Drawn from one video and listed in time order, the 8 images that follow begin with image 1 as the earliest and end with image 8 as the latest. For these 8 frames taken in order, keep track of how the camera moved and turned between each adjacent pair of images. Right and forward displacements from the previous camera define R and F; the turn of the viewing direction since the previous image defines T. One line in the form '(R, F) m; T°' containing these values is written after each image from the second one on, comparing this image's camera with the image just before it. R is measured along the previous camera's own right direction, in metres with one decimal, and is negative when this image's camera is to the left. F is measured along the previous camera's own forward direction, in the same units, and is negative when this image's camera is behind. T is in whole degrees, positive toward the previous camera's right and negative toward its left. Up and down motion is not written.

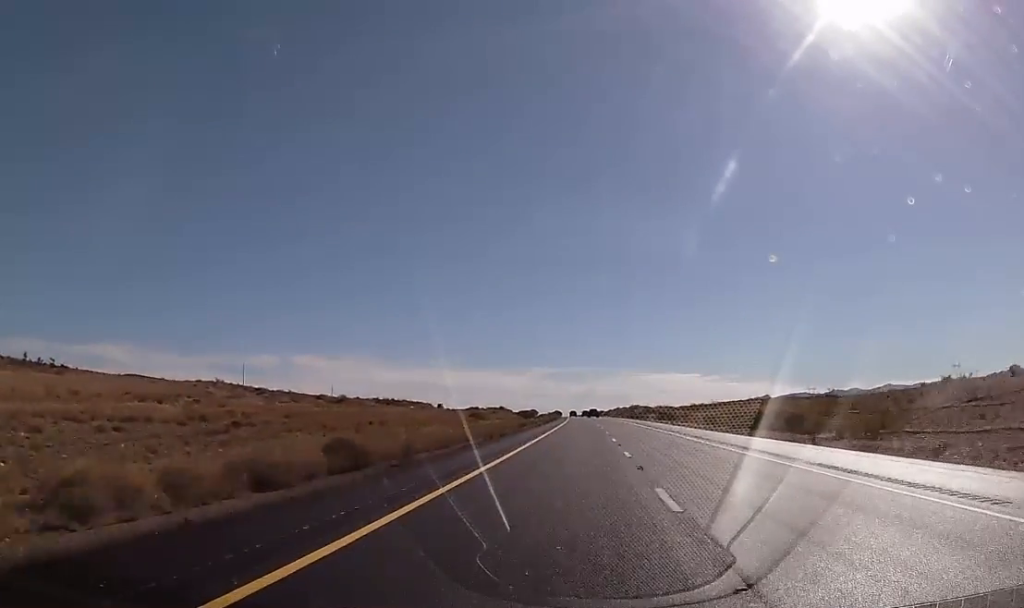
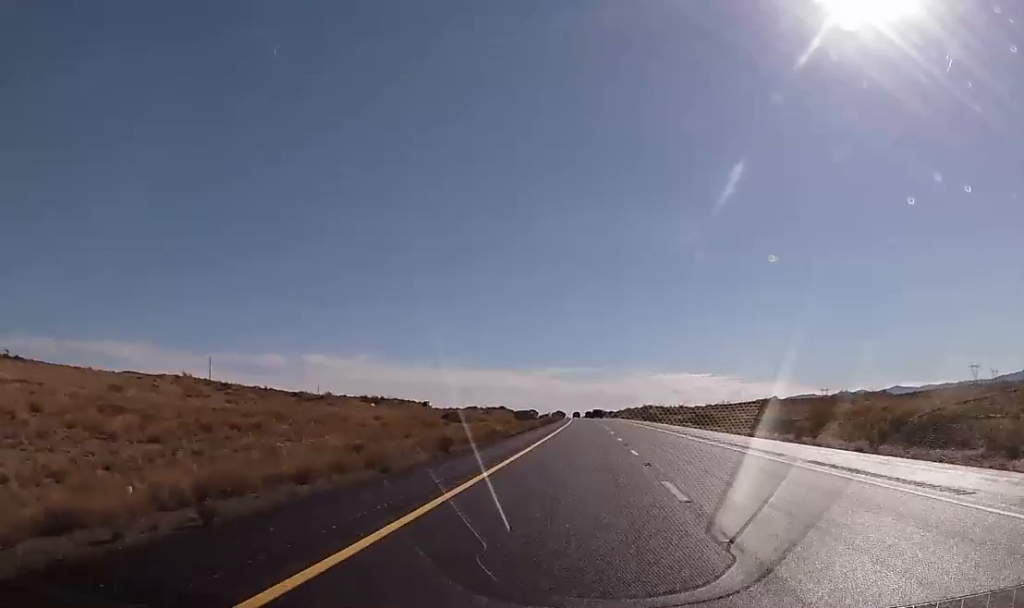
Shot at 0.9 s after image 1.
(-0.3, +35.2) m; -1°
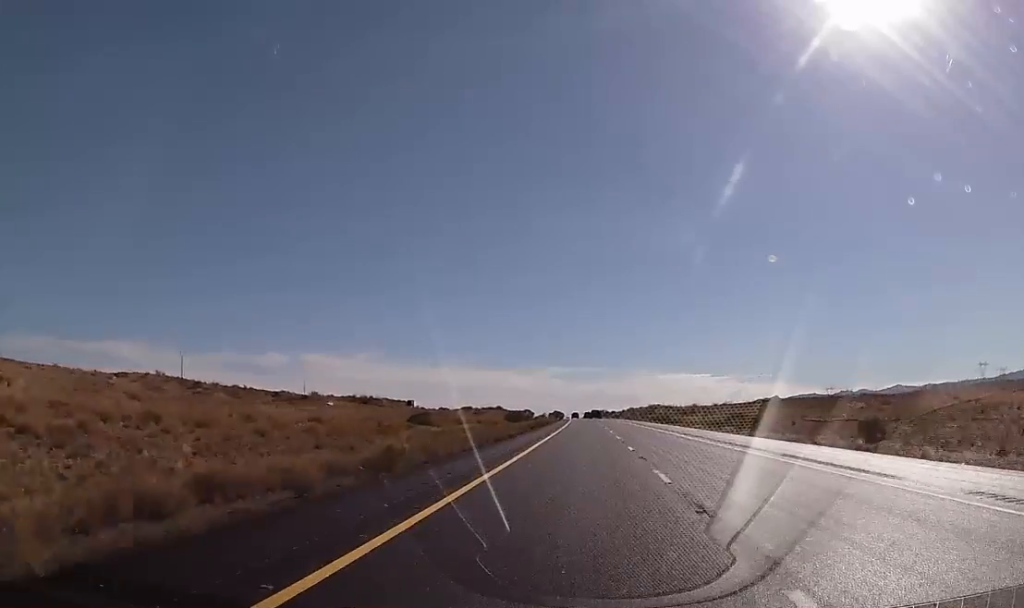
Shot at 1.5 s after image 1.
(-0.1, +21.4) m; 0°
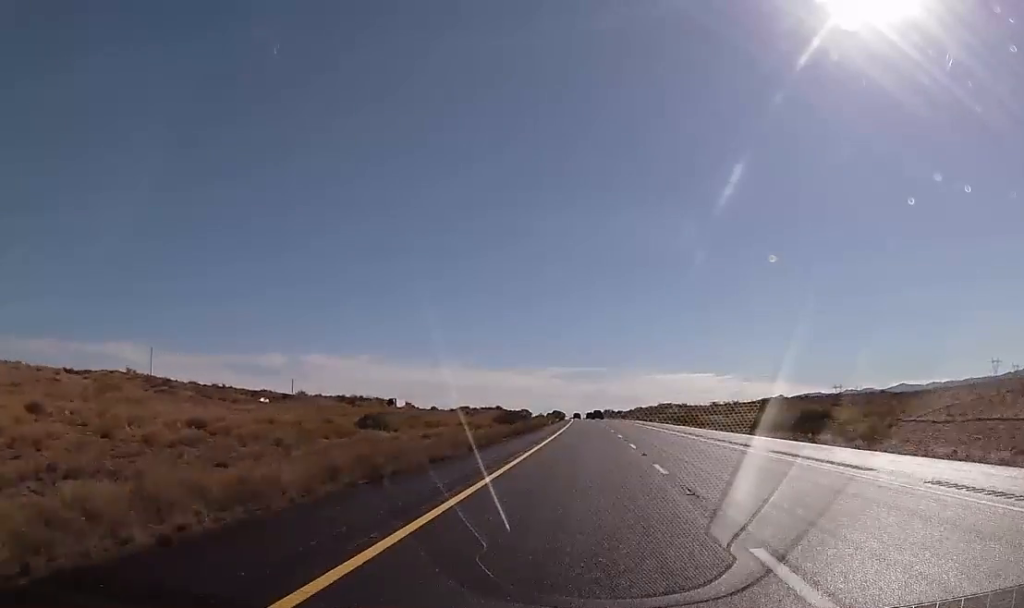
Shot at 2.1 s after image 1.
(0.0, +22.6) m; 0°
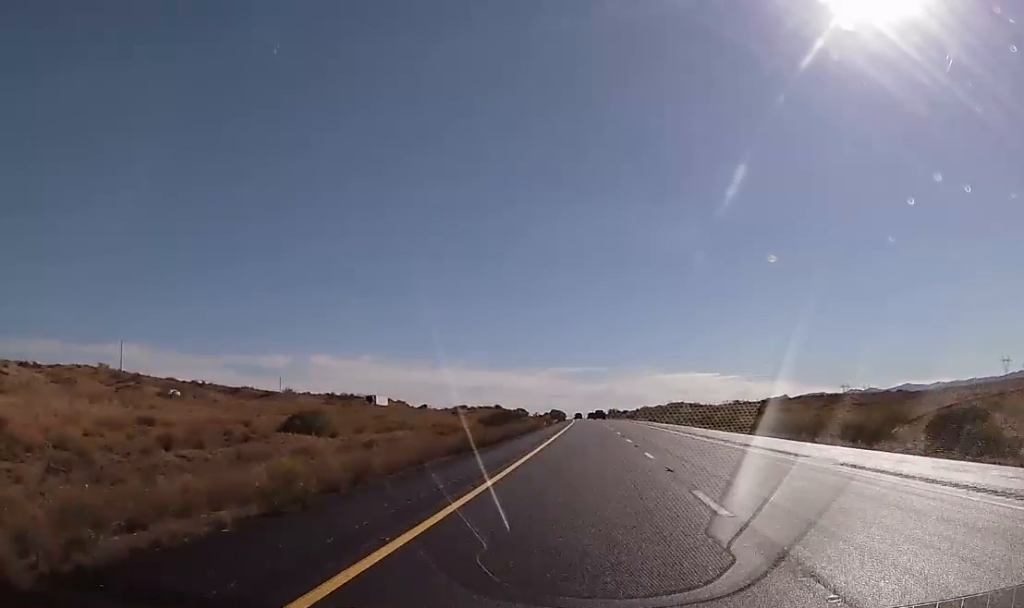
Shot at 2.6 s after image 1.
(+0.2, +18.8) m; 0°
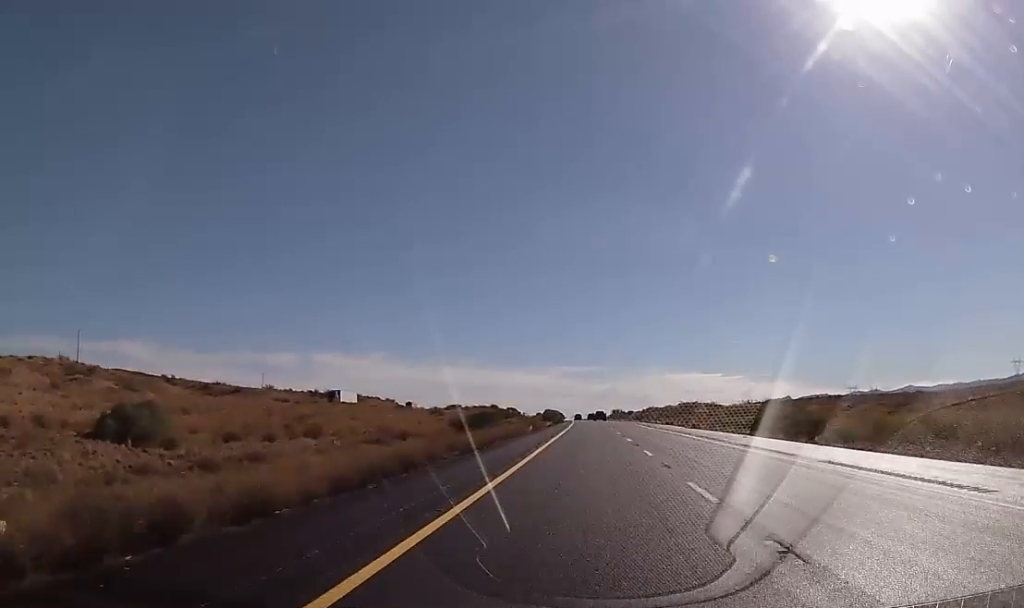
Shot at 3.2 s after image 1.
(-0.3, +22.6) m; 0°
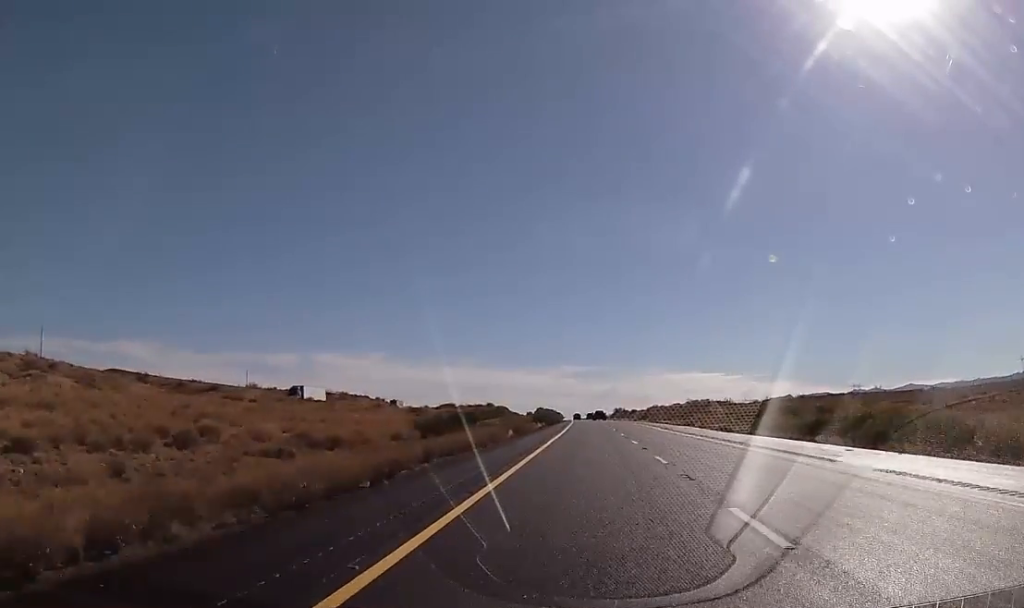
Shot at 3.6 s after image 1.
(-0.3, +16.3) m; 0°
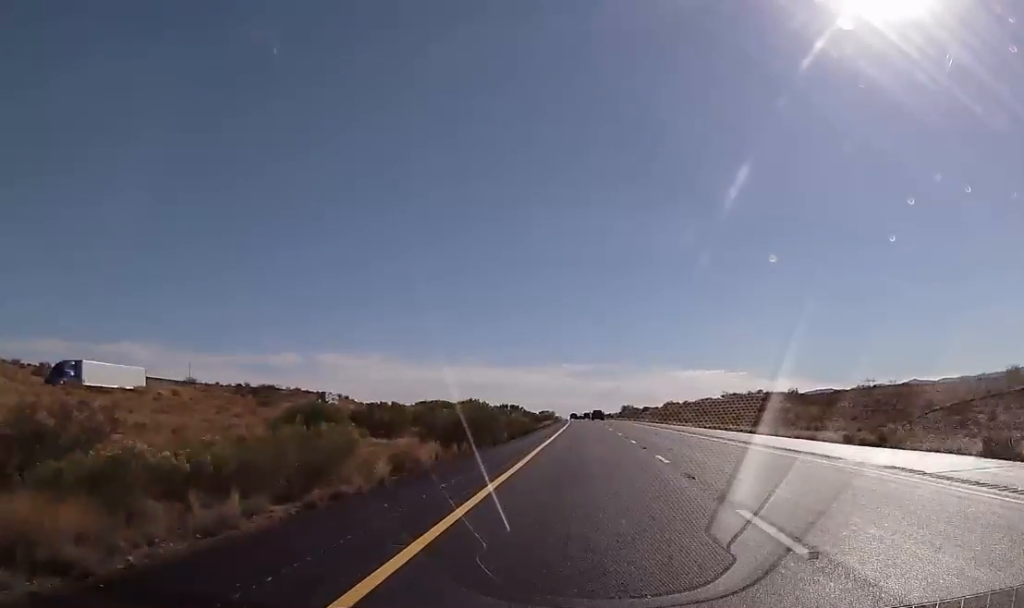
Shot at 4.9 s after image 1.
(+0.4, +49.0) m; 0°
